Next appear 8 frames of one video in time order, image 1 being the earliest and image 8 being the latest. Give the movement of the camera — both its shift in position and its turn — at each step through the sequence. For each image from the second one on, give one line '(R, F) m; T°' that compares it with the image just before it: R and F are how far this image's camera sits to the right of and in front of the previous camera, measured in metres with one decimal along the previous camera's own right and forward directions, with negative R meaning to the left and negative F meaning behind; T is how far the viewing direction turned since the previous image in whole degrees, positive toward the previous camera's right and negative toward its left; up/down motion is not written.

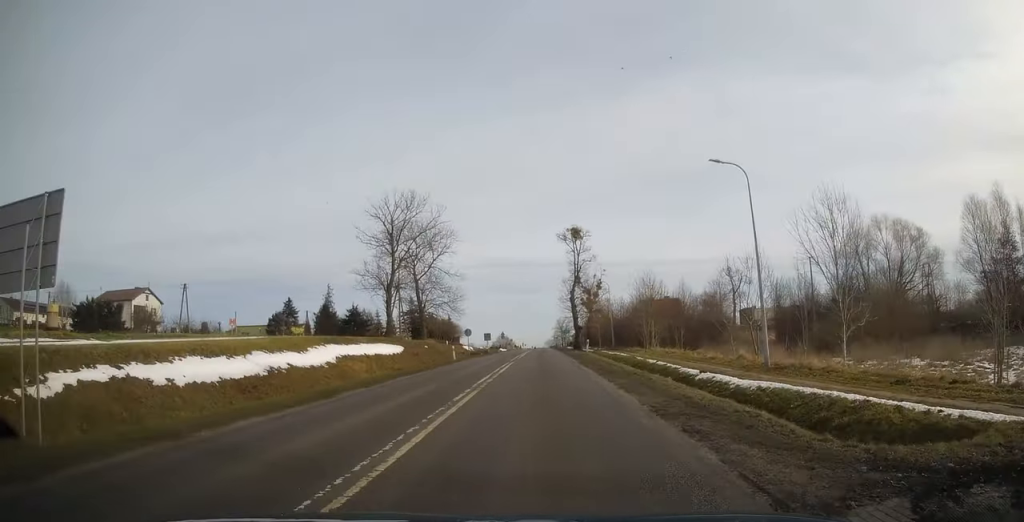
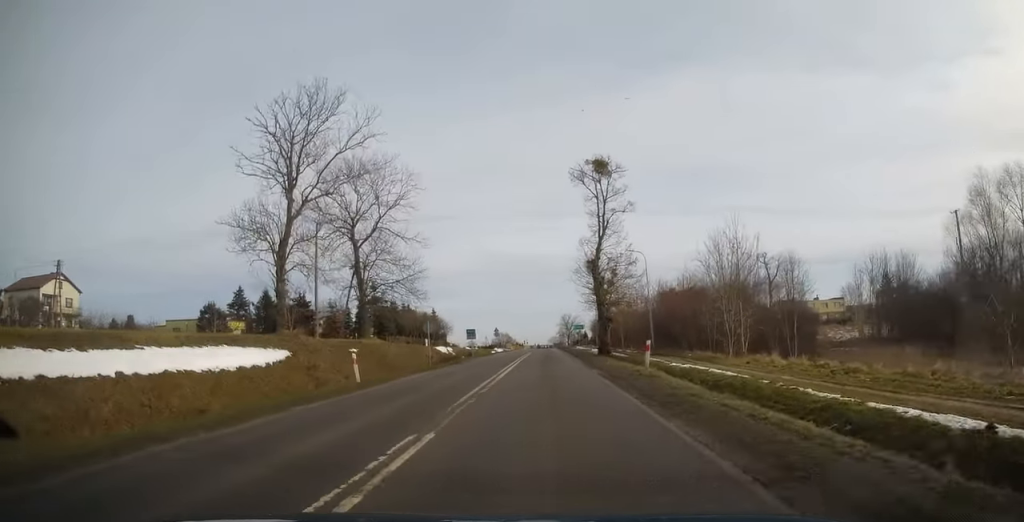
(0.0, +23.7) m; 0°
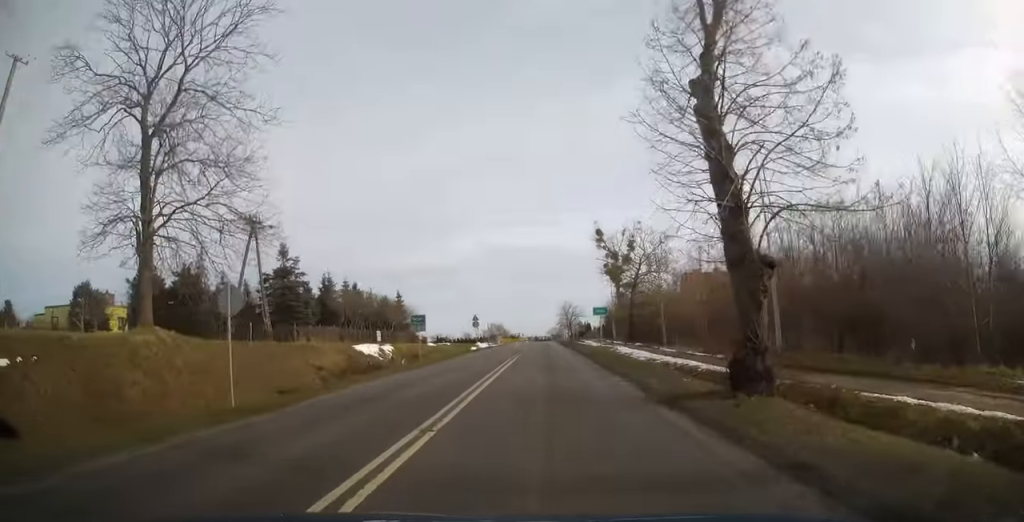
(0.0, +26.2) m; 0°
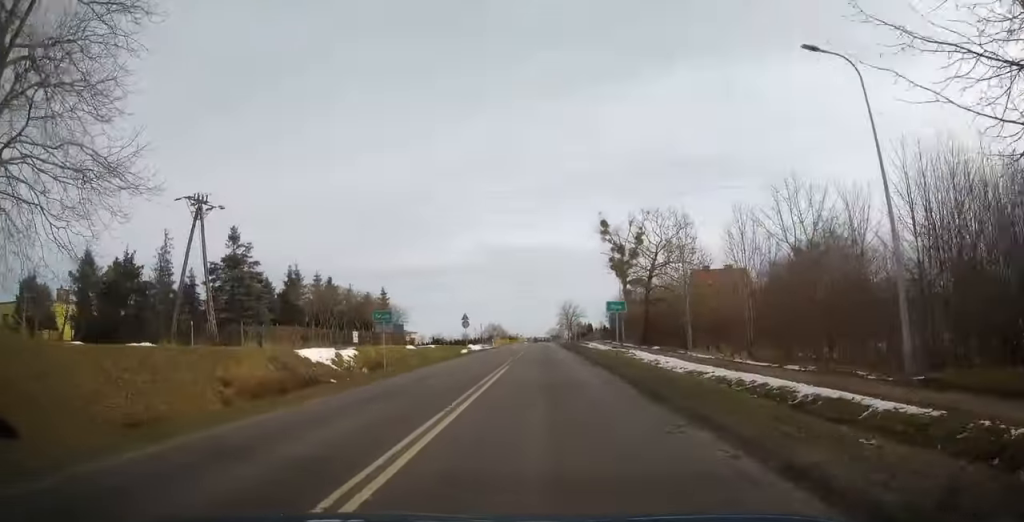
(0.0, +8.5) m; 0°
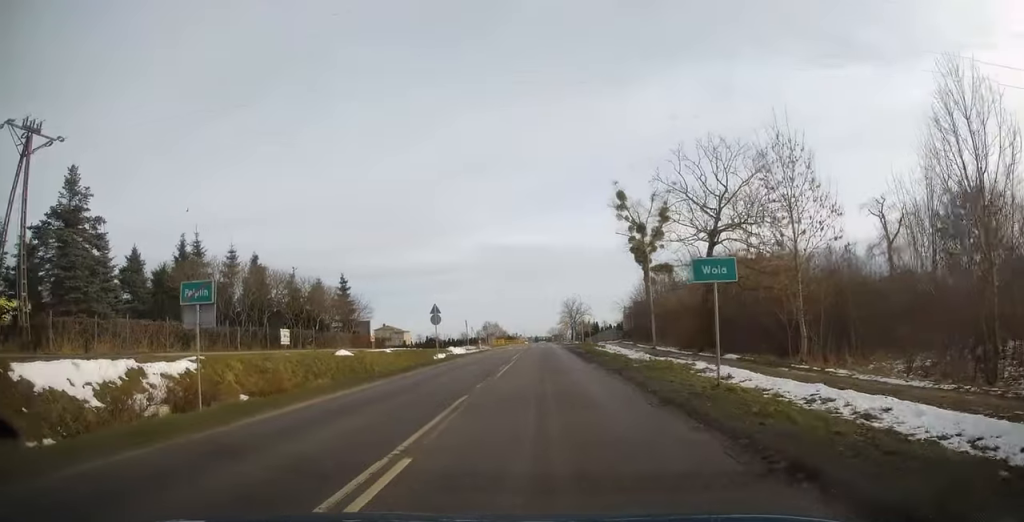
(-0.1, +17.3) m; -1°
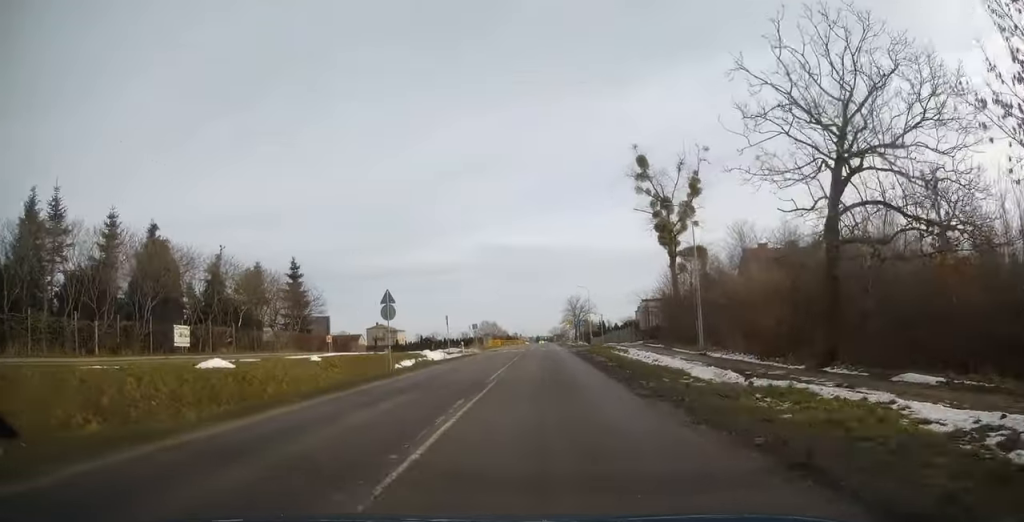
(-0.2, +13.7) m; 0°
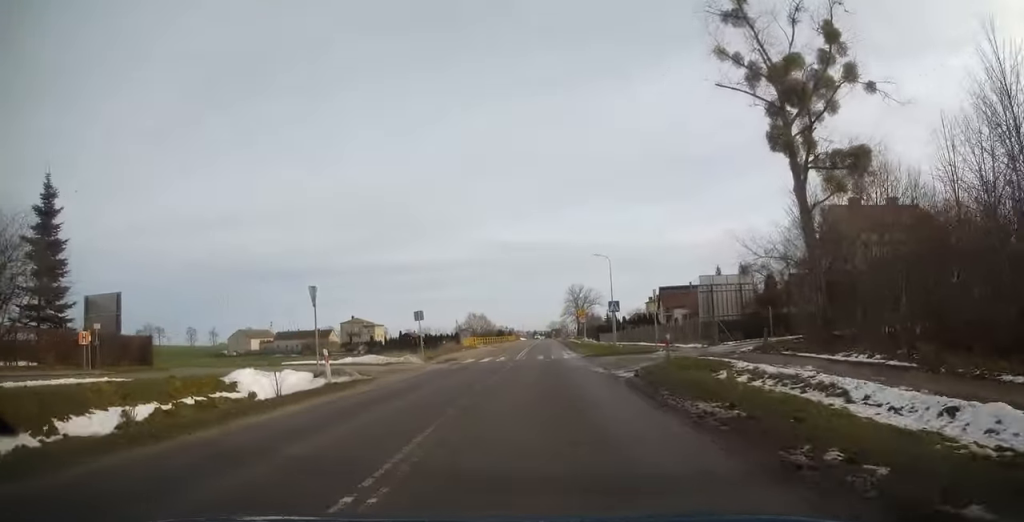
(+0.6, +29.3) m; 0°
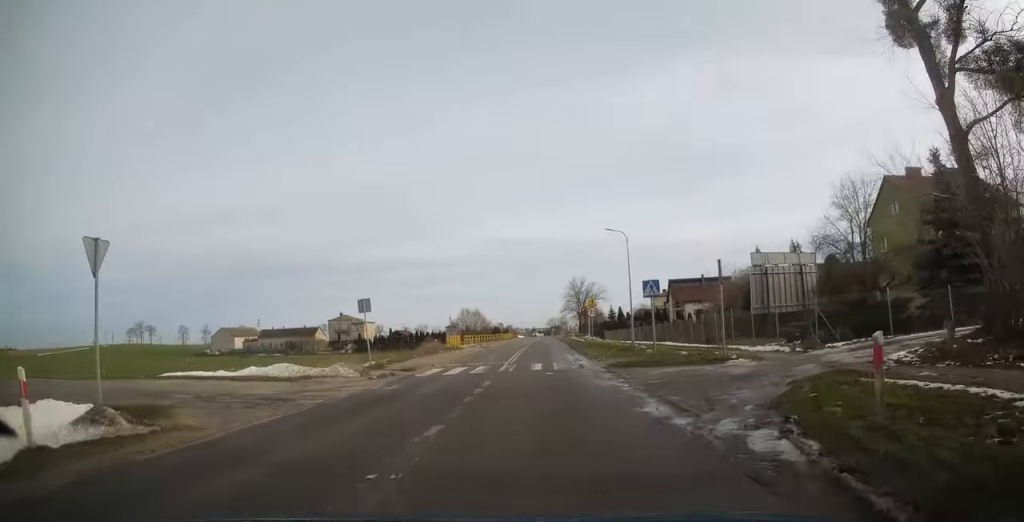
(0.0, +11.7) m; 0°
